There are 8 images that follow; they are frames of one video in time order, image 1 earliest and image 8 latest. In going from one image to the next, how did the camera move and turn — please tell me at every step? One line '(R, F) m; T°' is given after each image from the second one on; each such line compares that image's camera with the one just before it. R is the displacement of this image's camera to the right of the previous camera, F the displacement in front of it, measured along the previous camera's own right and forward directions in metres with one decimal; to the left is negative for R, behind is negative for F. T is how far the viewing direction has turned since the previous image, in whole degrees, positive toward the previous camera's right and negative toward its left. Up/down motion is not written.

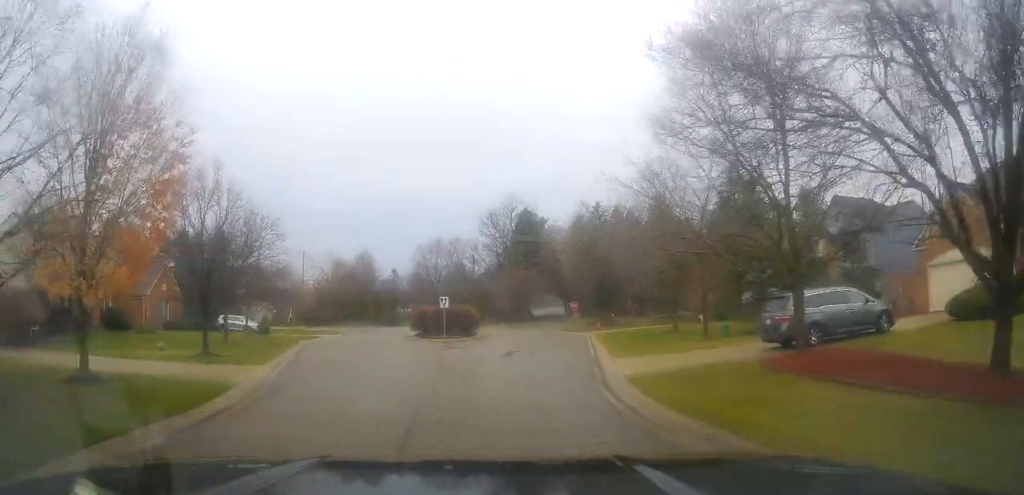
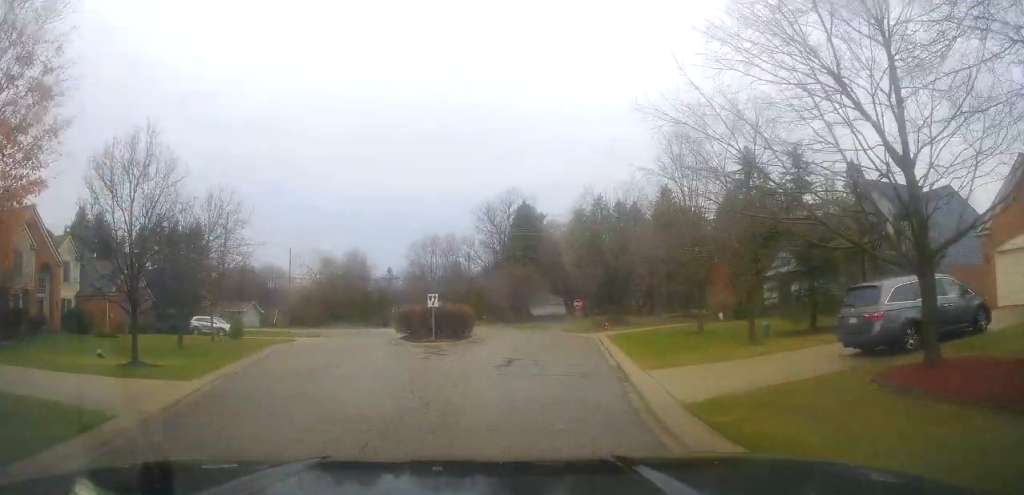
(0.0, +5.1) m; 0°
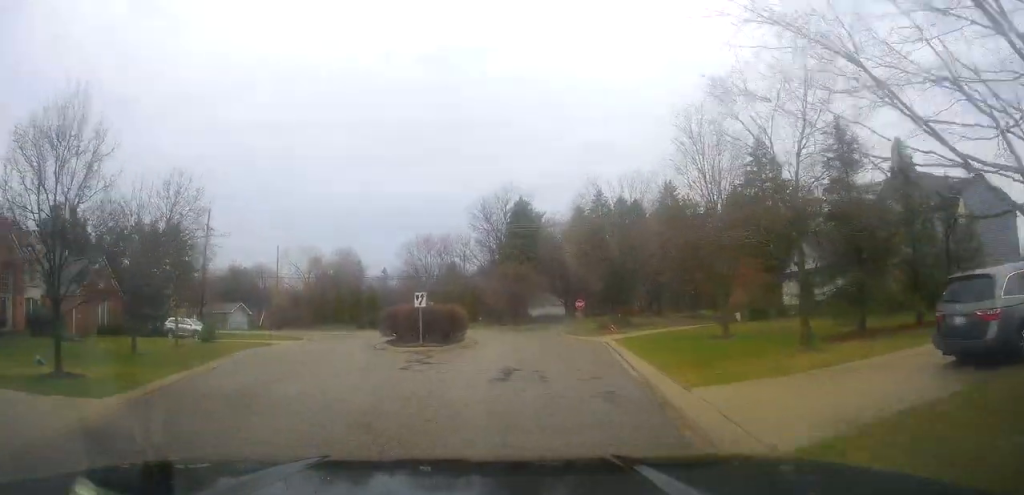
(0.0, +4.0) m; 0°
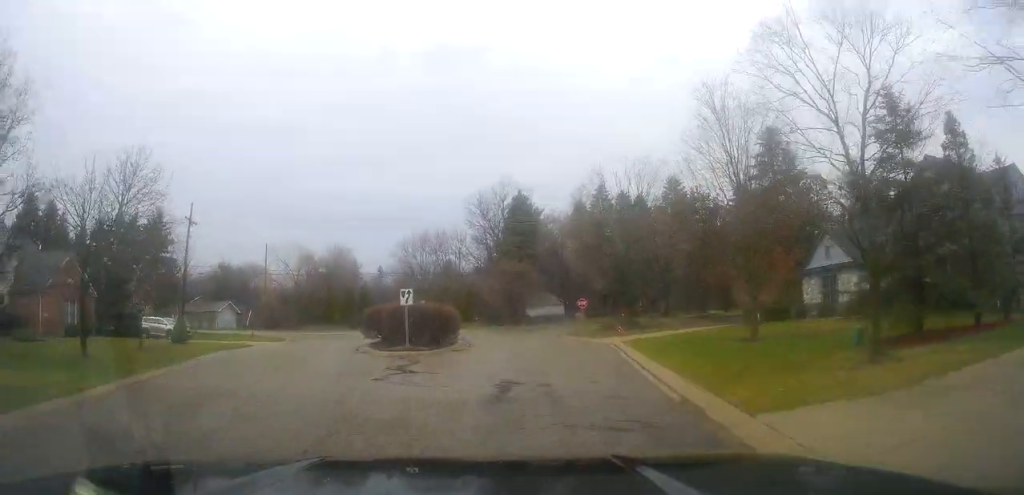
(0.0, +3.6) m; 0°
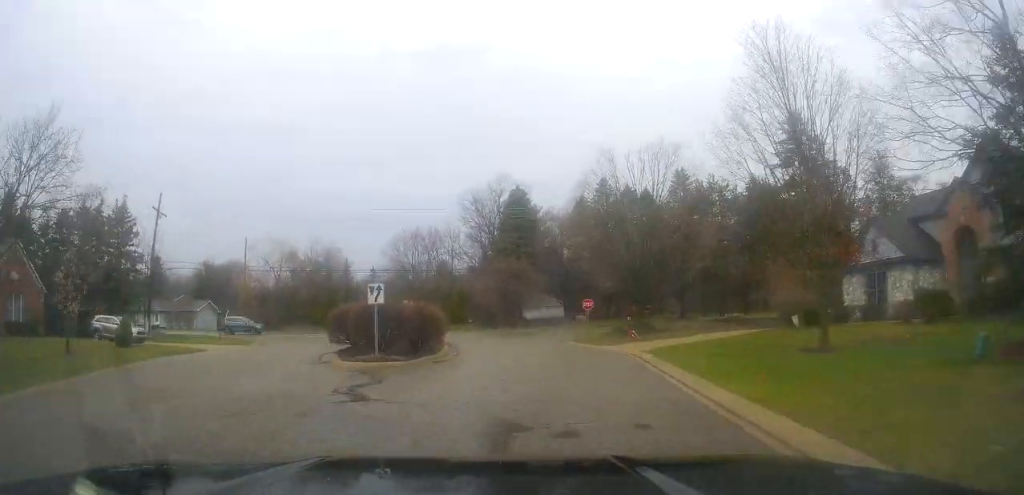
(0.0, +5.8) m; +6°
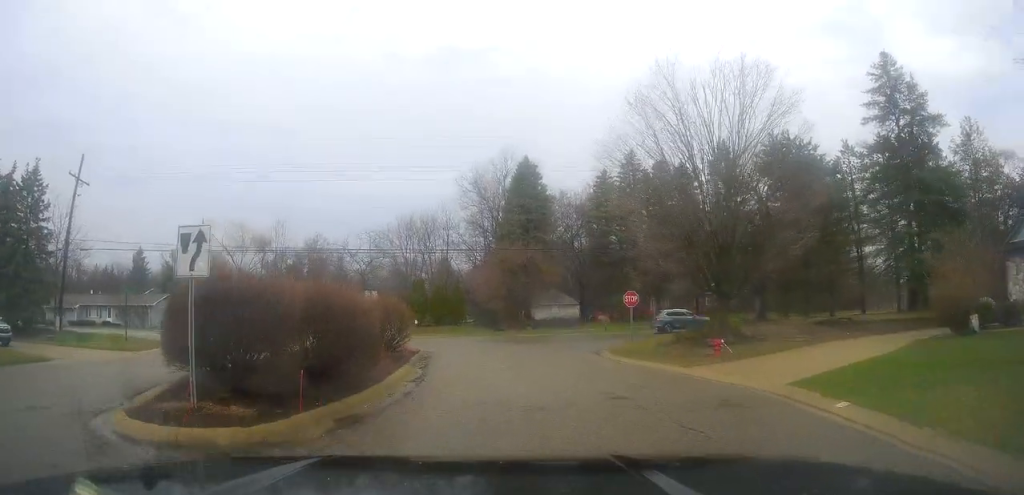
(+0.1, +13.6) m; -6°
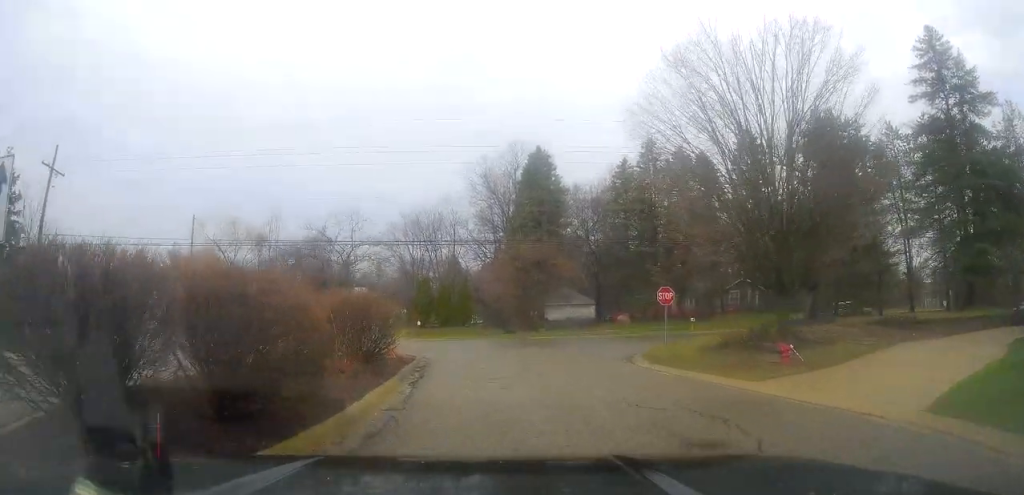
(0.0, +4.5) m; 0°
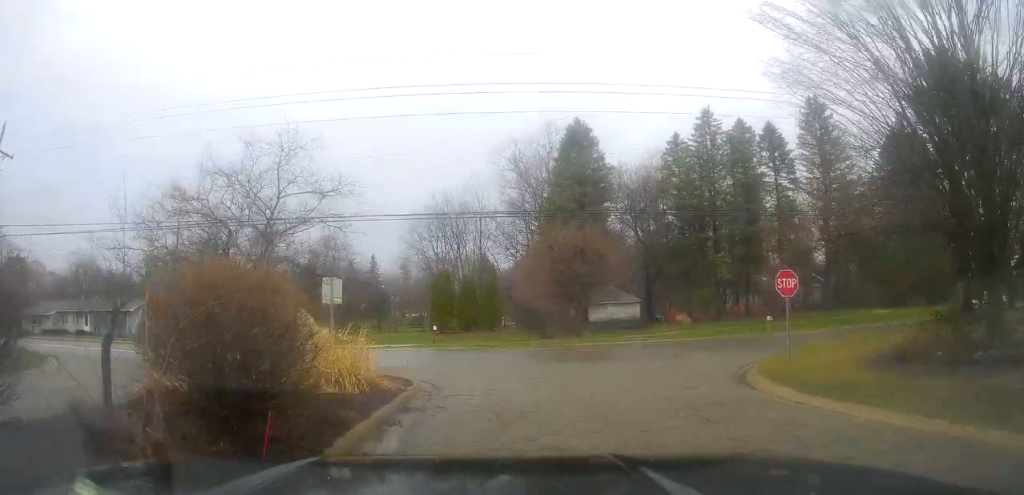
(0.0, +8.8) m; 0°
